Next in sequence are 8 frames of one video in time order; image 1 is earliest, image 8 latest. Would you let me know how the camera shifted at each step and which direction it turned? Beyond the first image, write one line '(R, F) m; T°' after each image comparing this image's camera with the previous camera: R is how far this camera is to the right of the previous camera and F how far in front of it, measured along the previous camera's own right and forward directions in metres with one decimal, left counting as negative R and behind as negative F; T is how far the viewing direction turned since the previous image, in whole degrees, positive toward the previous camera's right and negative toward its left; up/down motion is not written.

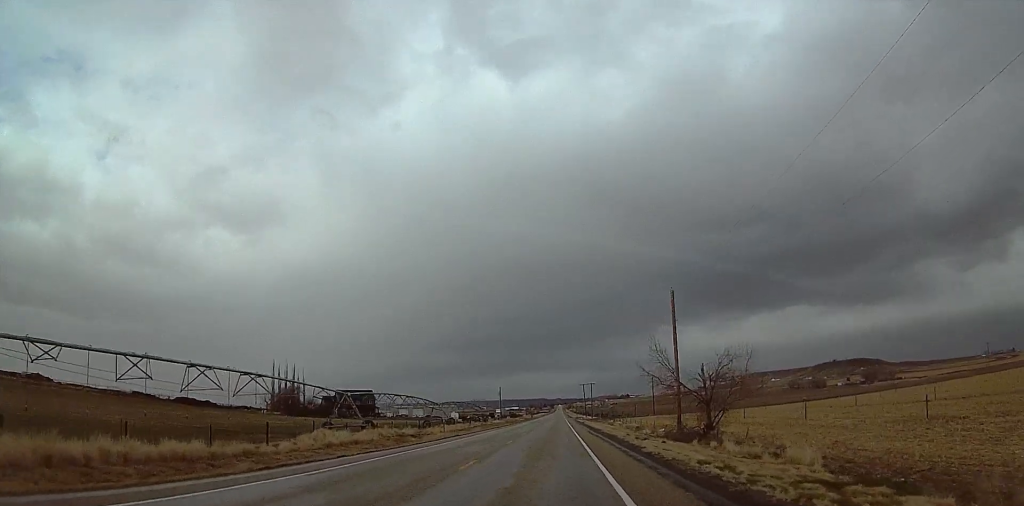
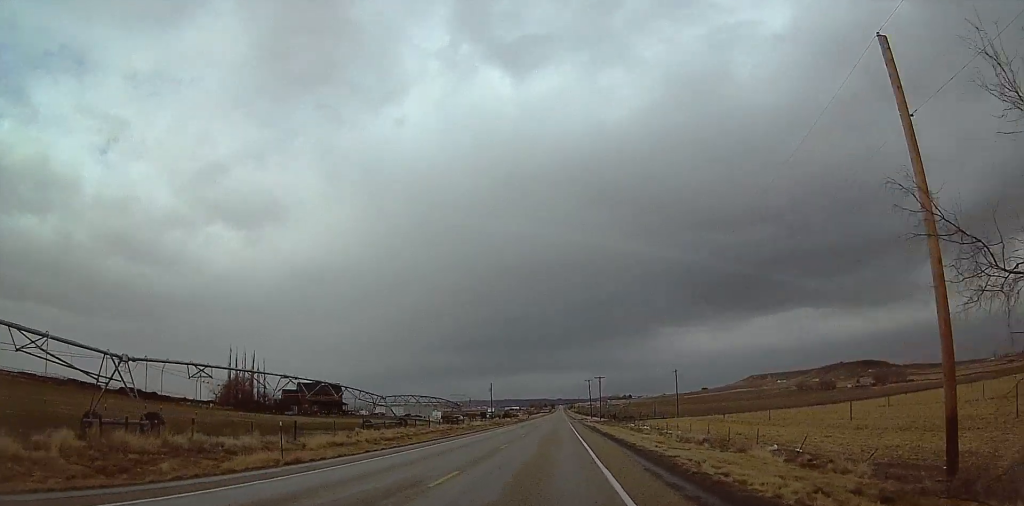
(0.0, +34.2) m; 0°
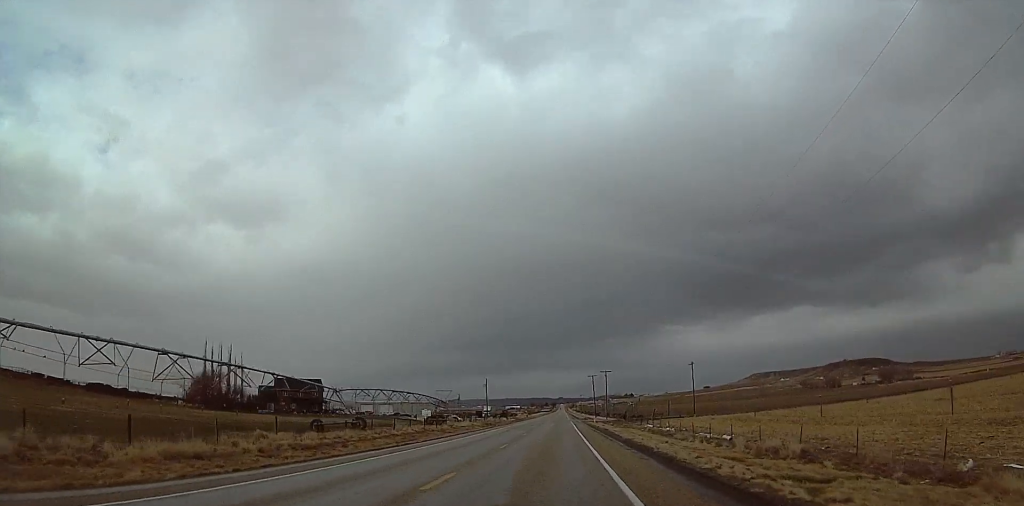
(0.0, +16.3) m; 0°
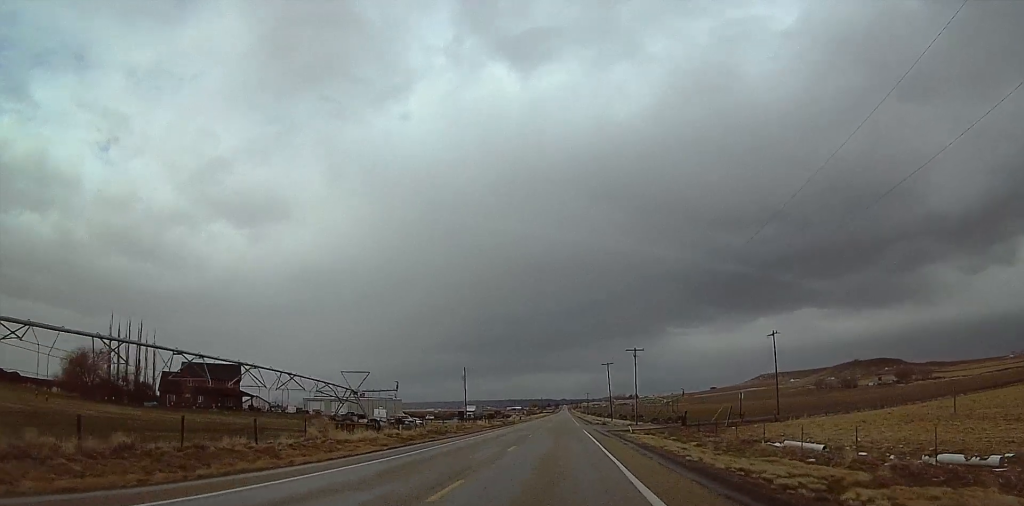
(0.0, +47.3) m; 0°
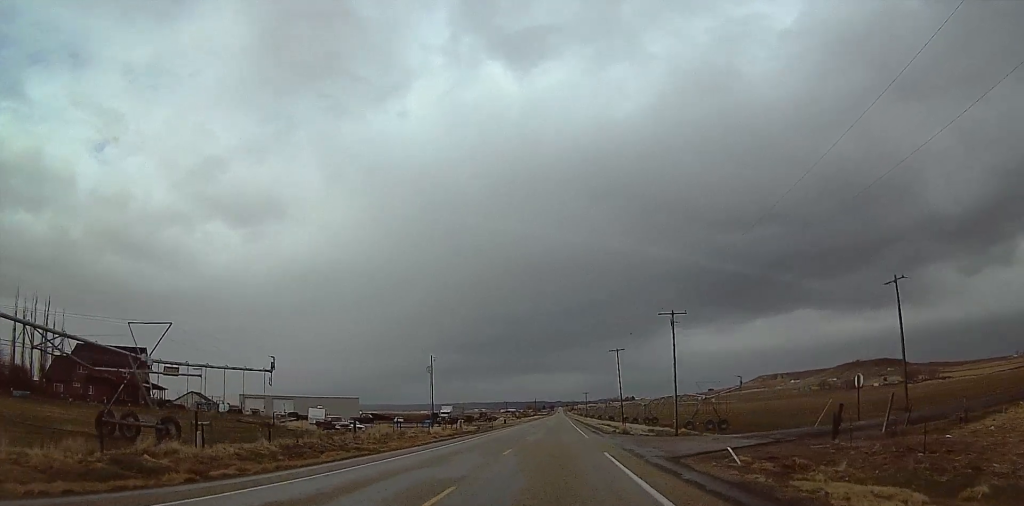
(0.0, +31.8) m; 0°
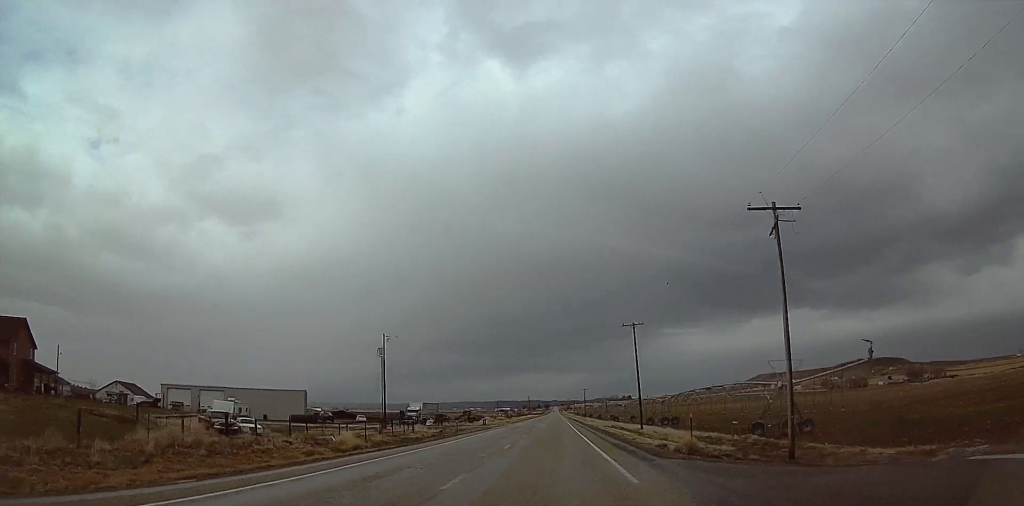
(0.0, +27.6) m; 0°
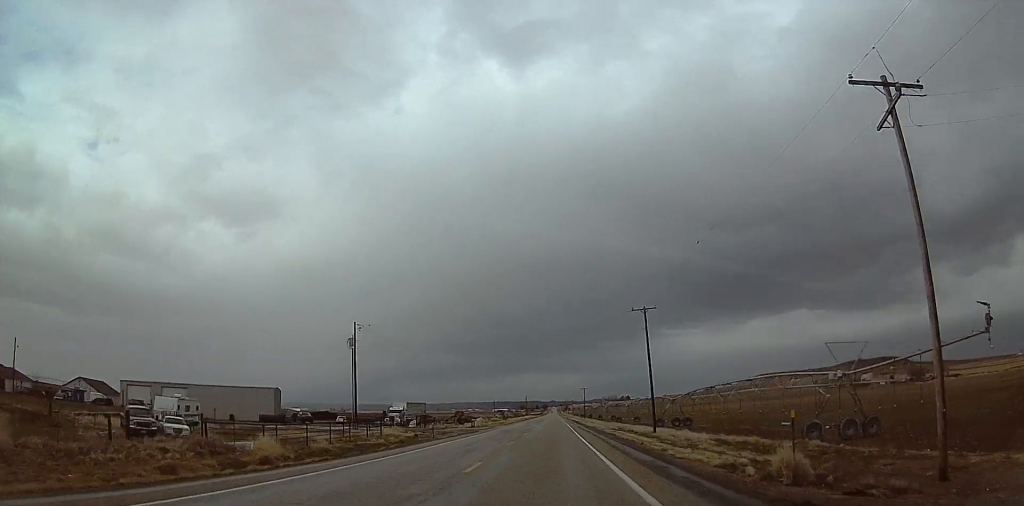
(0.0, +11.2) m; 0°
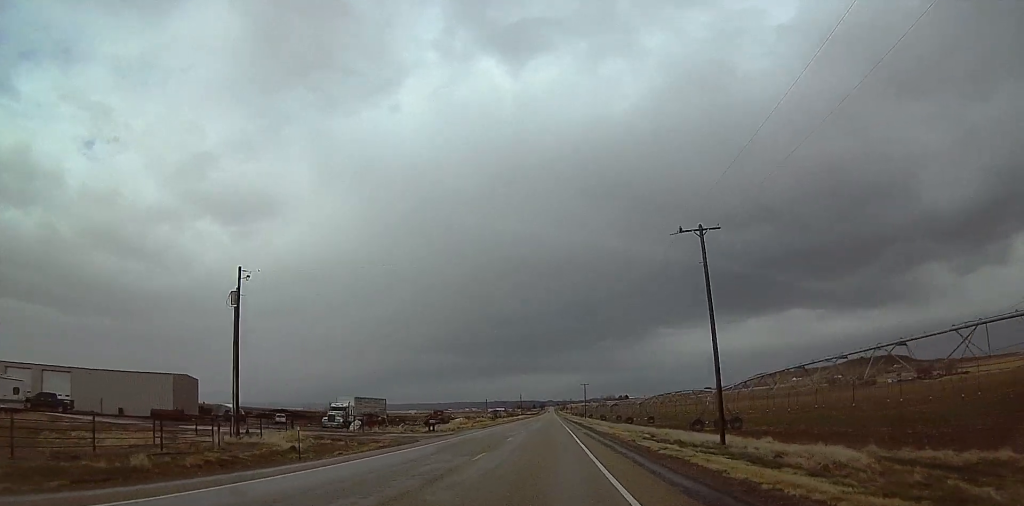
(0.0, +26.8) m; 0°
